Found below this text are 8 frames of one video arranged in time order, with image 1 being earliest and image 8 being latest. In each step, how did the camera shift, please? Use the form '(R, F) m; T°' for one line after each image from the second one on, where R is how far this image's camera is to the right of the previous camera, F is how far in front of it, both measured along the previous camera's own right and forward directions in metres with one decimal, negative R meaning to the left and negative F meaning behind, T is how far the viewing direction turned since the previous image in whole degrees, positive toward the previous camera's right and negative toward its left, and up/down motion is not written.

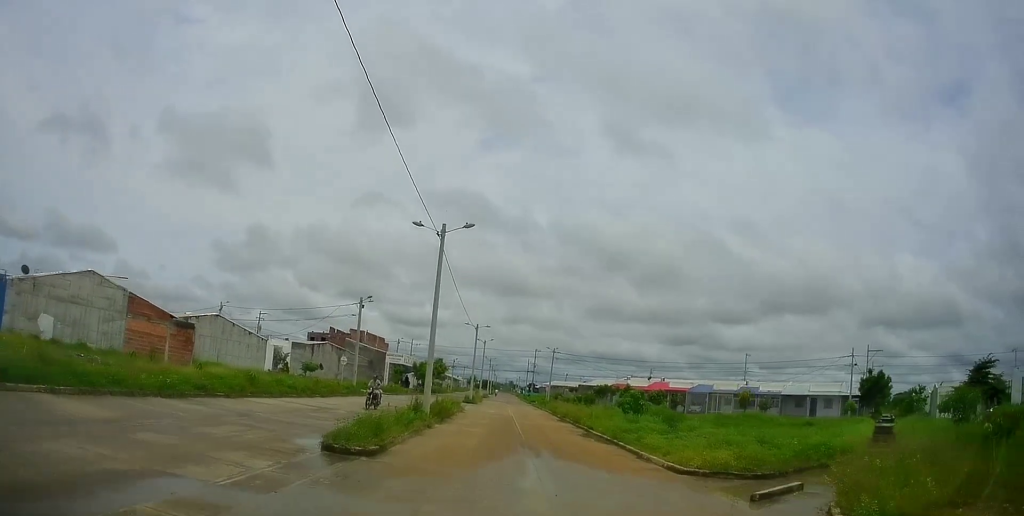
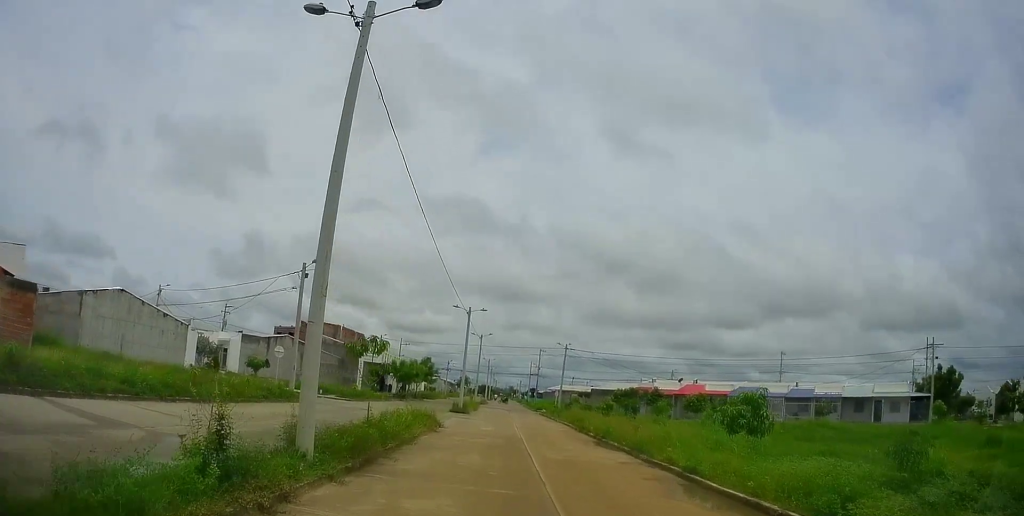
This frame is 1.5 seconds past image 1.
(-0.7, +12.5) m; -1°
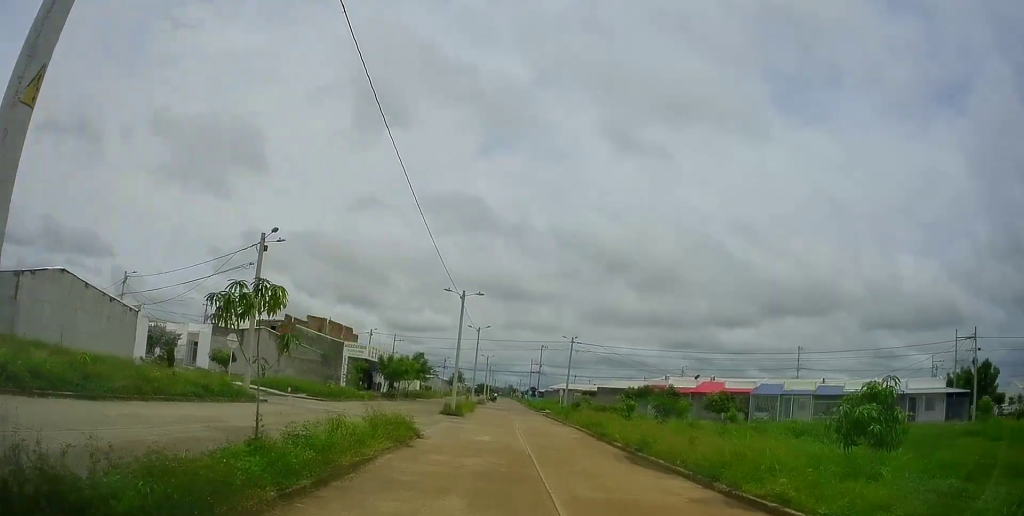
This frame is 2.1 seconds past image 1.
(+0.1, +5.5) m; +2°
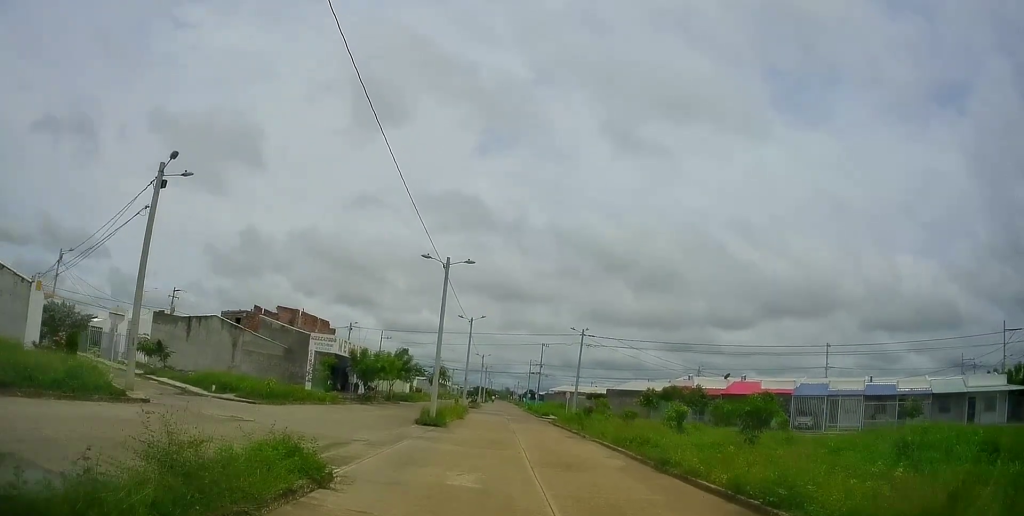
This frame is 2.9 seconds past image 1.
(+0.3, +8.1) m; +2°
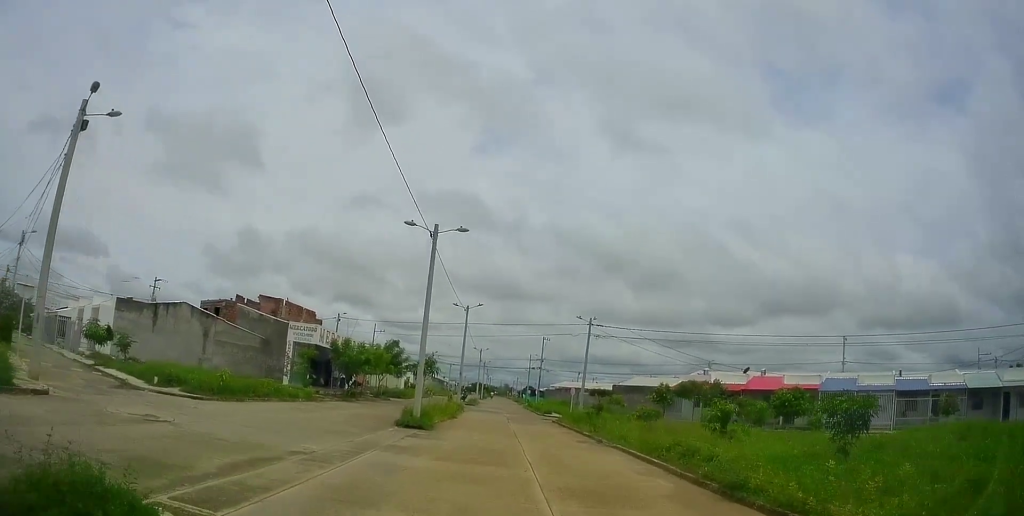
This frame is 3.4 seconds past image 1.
(0.0, +4.4) m; -1°
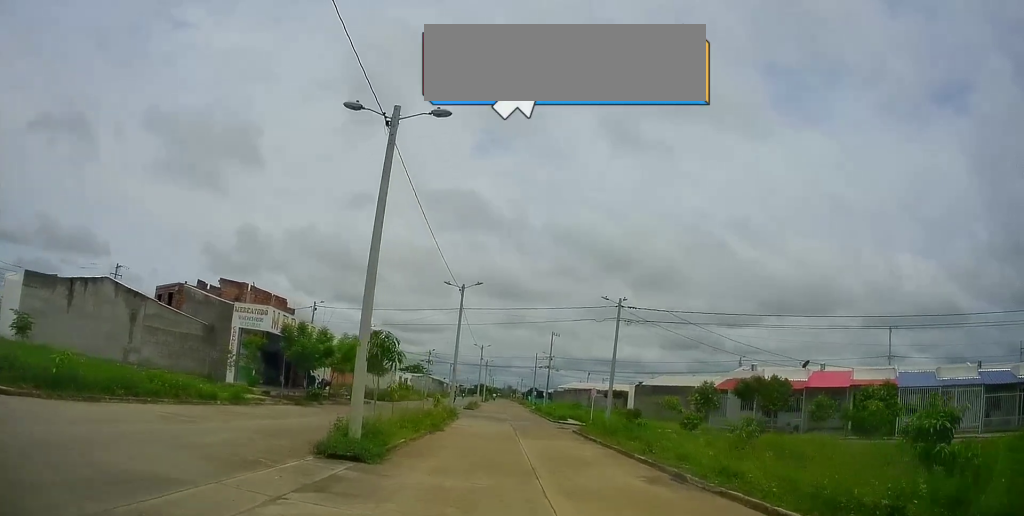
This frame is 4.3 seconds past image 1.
(-0.2, +9.0) m; -2°
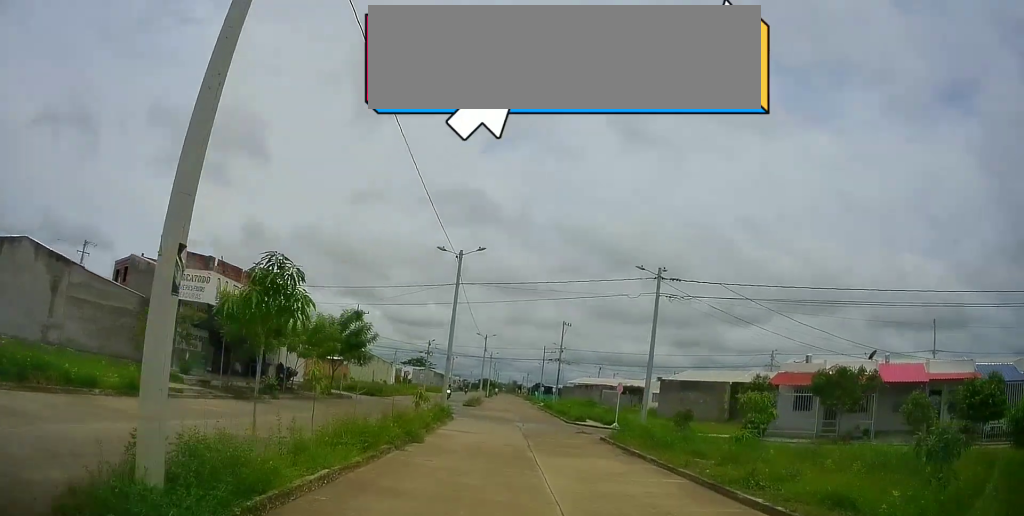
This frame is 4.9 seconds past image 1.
(-0.3, +7.1) m; 0°
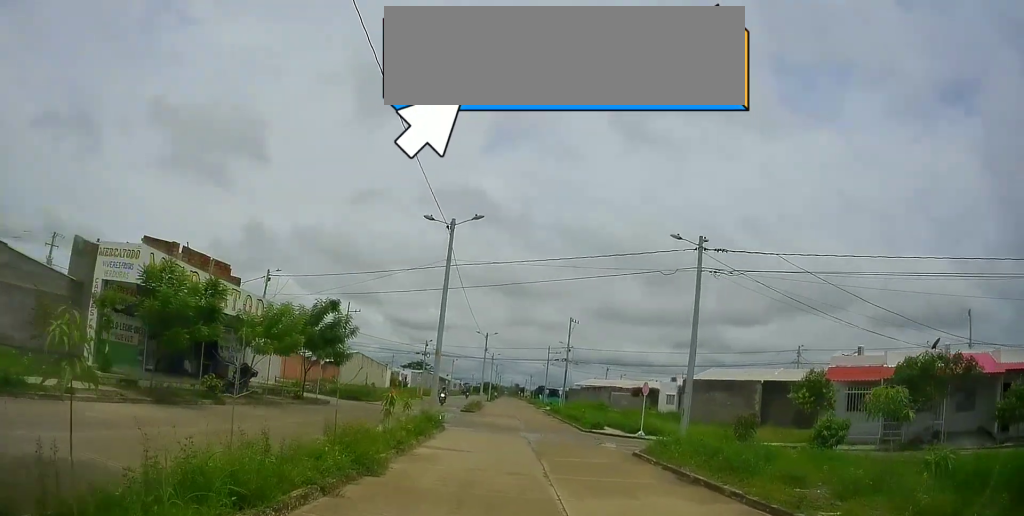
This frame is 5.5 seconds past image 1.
(+0.2, +5.6) m; +1°
